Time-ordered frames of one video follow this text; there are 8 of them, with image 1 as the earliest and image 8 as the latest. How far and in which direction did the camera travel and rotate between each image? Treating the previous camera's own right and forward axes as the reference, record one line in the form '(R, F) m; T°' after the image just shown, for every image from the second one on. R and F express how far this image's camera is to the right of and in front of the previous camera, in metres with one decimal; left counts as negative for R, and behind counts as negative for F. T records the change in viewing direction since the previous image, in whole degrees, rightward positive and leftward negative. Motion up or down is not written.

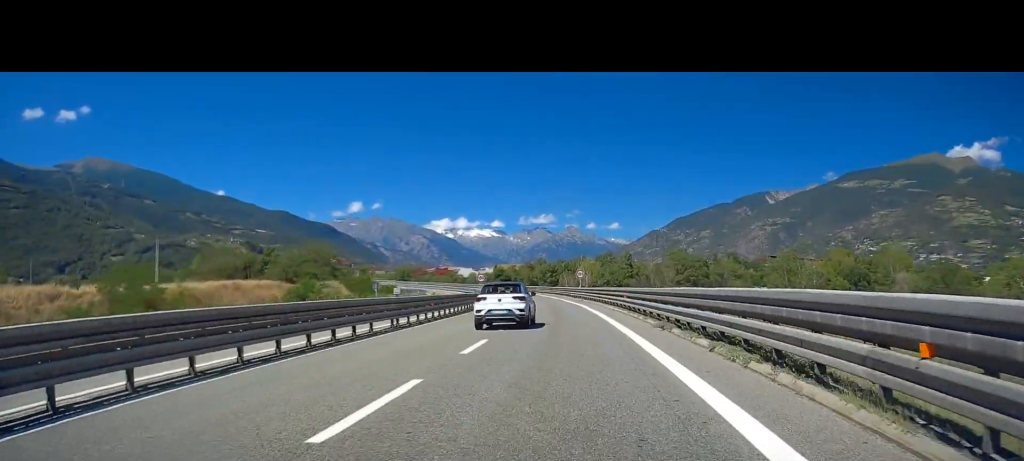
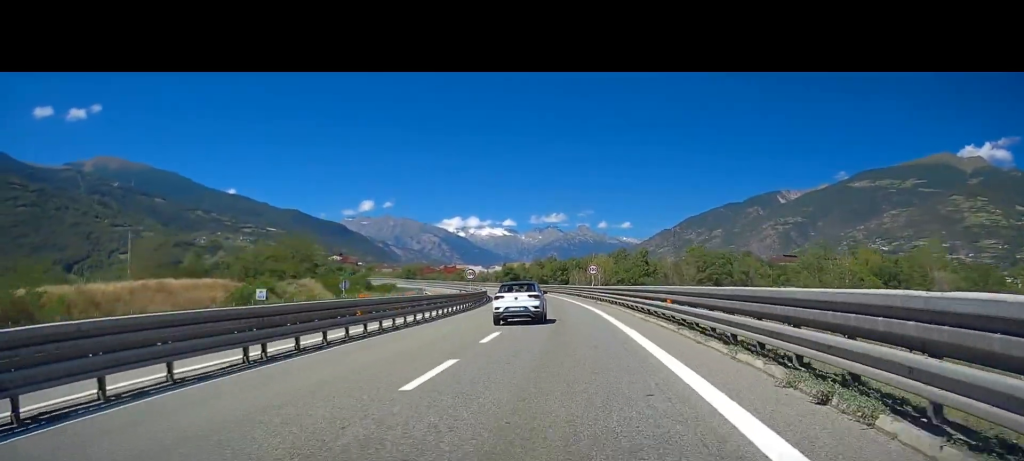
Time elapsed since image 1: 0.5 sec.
(0.0, +9.0) m; -1°
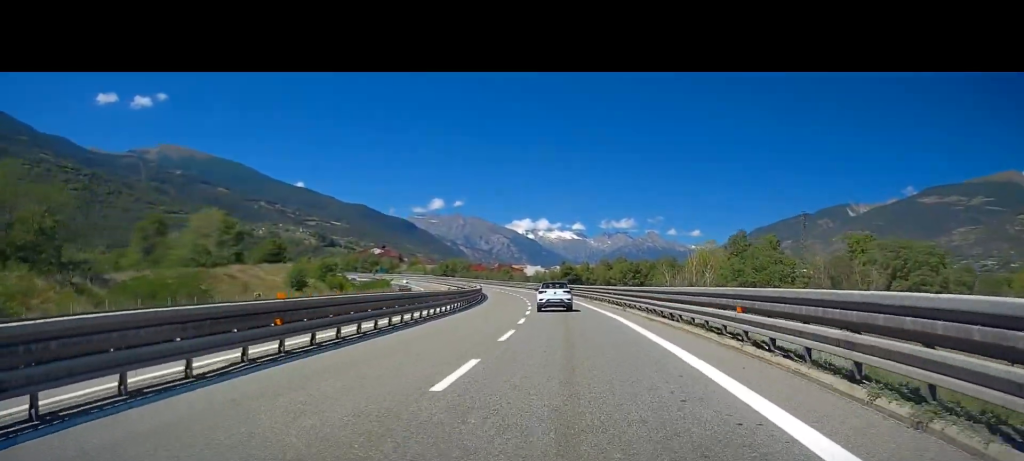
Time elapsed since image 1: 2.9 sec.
(-2.8, +53.2) m; -5°
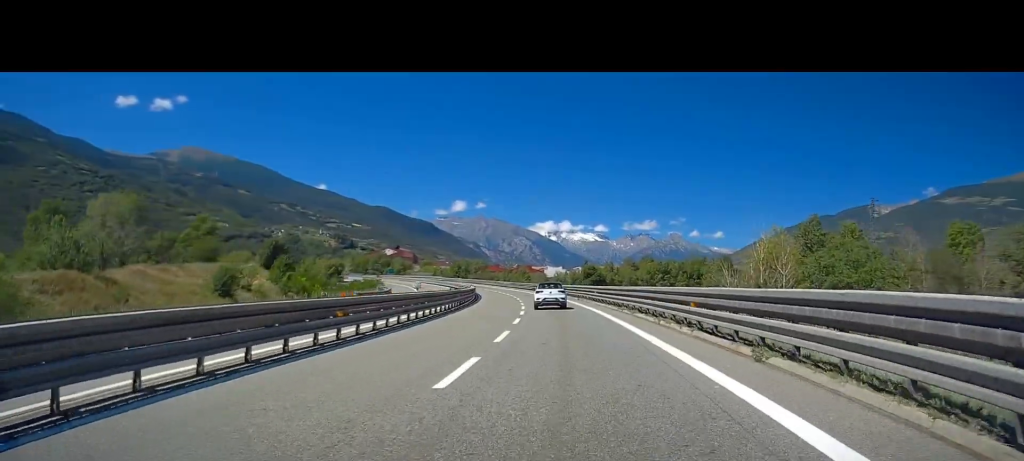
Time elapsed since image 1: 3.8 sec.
(+0.1, +22.2) m; -2°
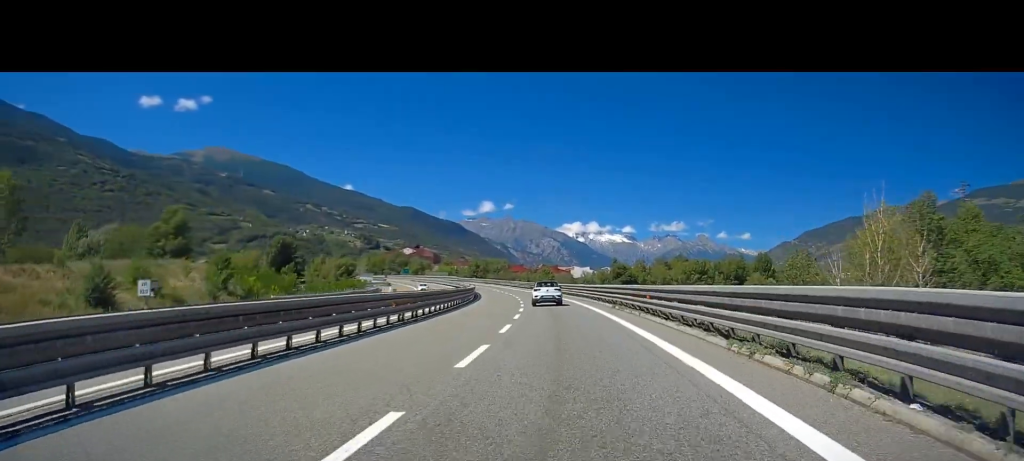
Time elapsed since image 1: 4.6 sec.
(-0.7, +21.5) m; -2°
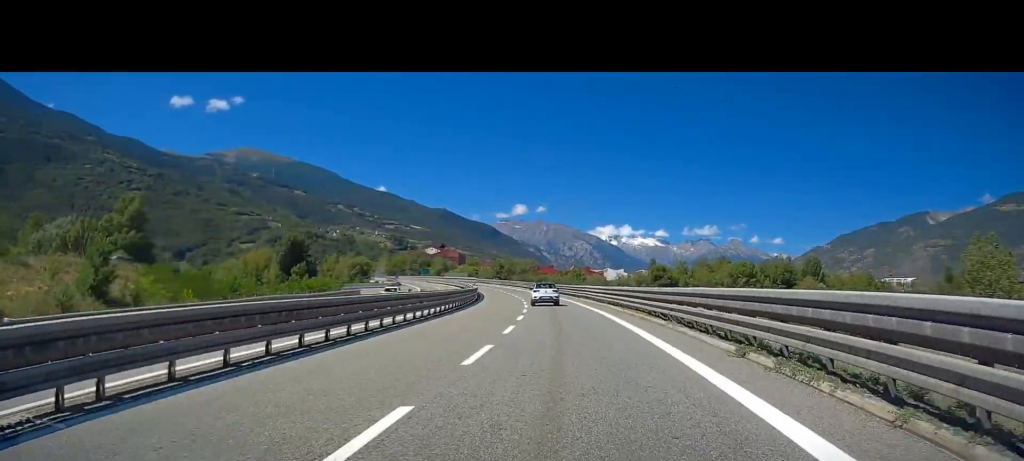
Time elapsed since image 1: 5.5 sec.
(-0.3, +24.2) m; -3°
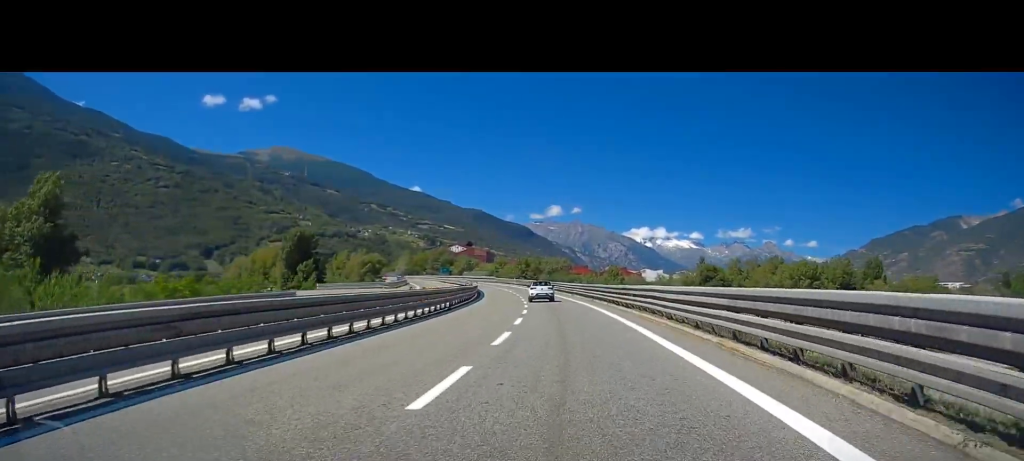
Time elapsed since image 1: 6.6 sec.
(-1.1, +30.6) m; -4°
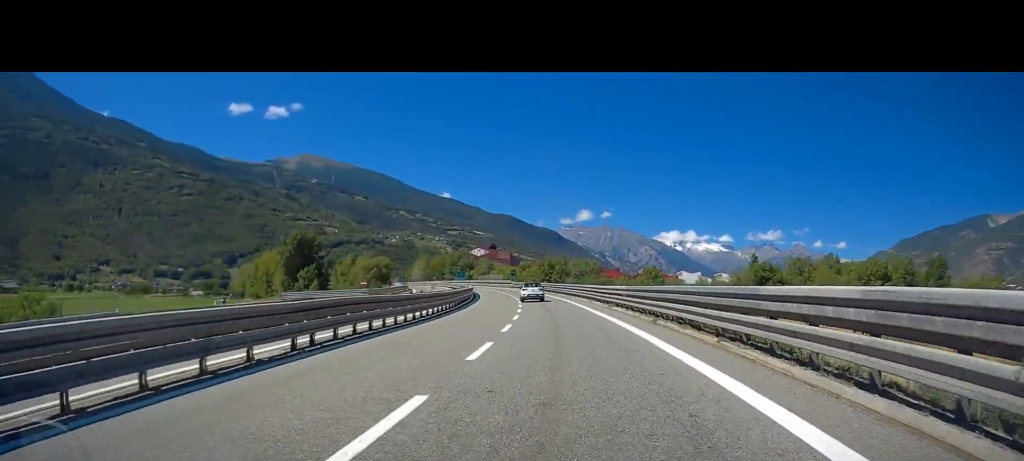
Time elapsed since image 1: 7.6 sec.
(-1.1, +29.5) m; -3°
